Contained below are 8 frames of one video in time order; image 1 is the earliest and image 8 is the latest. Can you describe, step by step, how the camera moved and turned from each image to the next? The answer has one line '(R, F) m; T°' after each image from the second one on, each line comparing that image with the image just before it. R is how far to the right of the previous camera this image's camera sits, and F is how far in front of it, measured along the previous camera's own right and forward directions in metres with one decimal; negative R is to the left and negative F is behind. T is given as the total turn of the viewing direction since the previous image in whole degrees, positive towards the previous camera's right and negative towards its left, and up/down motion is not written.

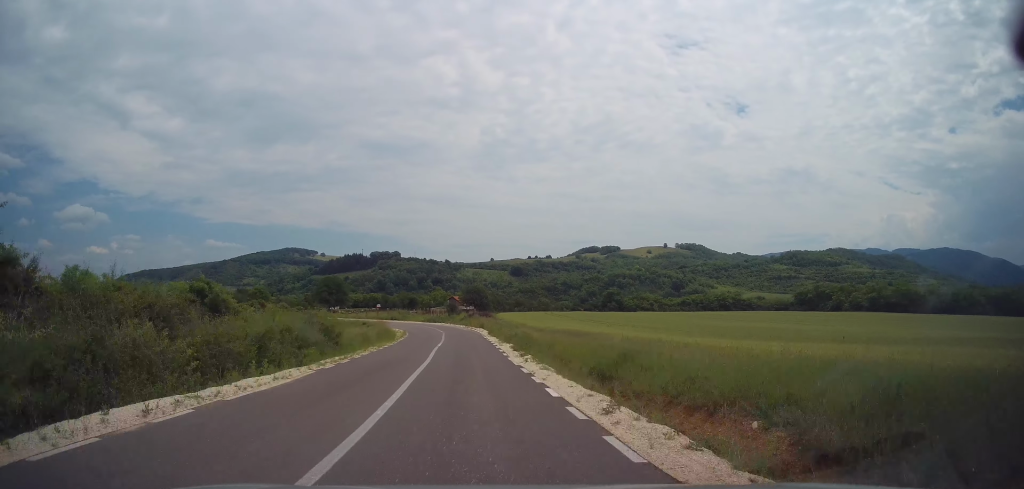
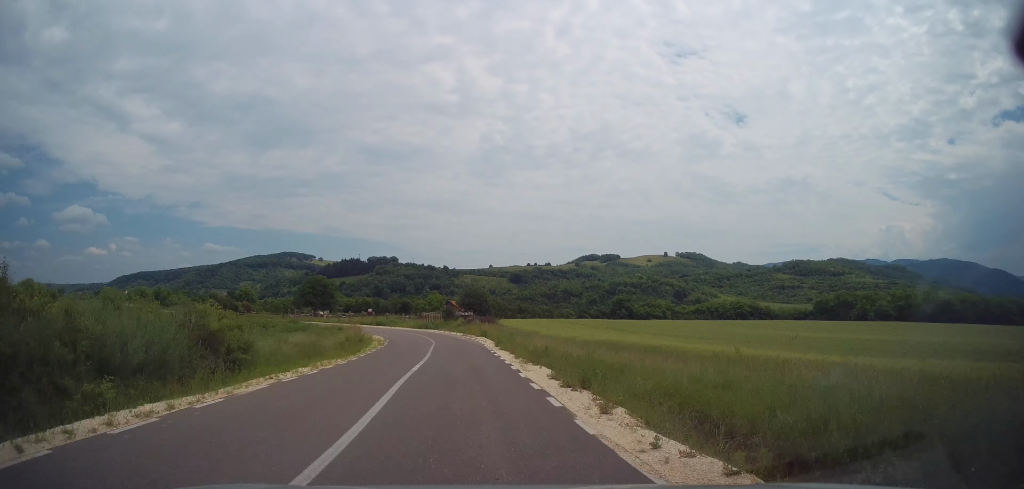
(+0.2, +11.4) m; 0°
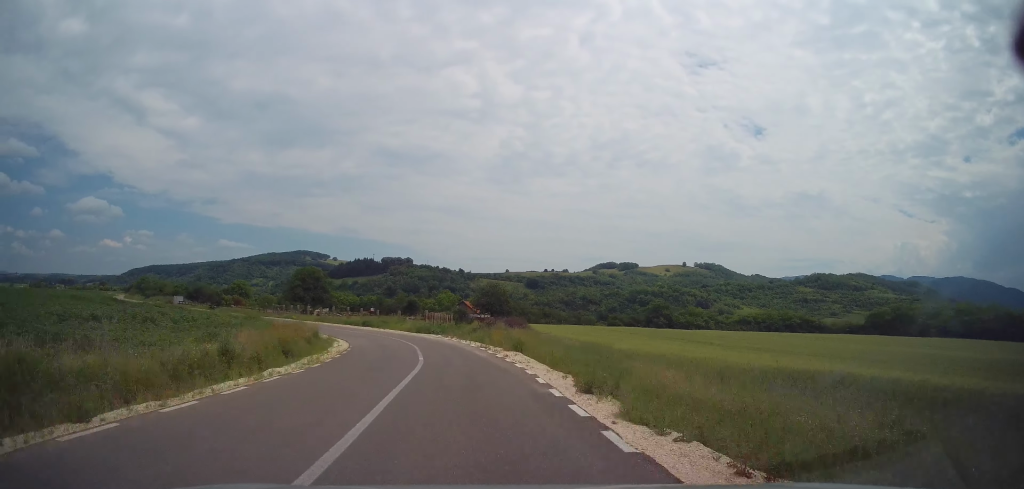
(0.0, +19.0) m; -1°
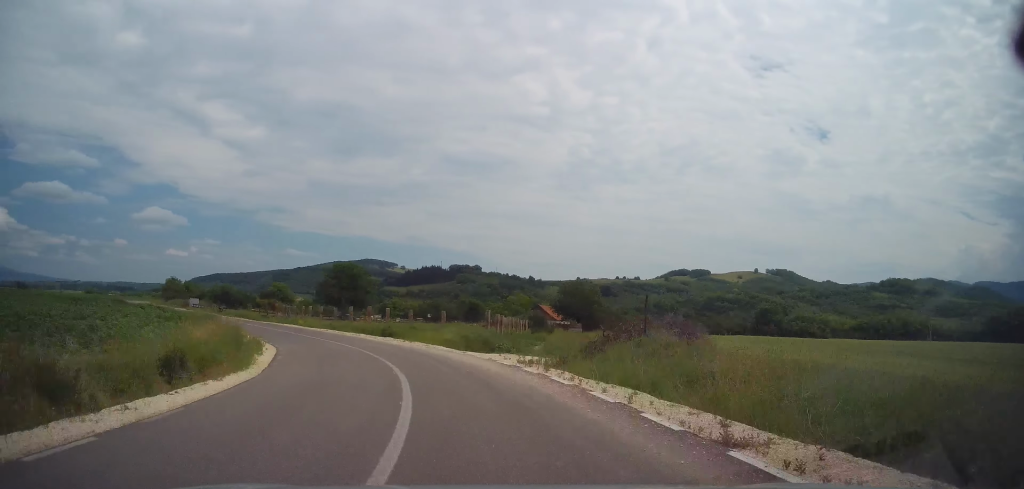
(-0.7, +22.3) m; -6°
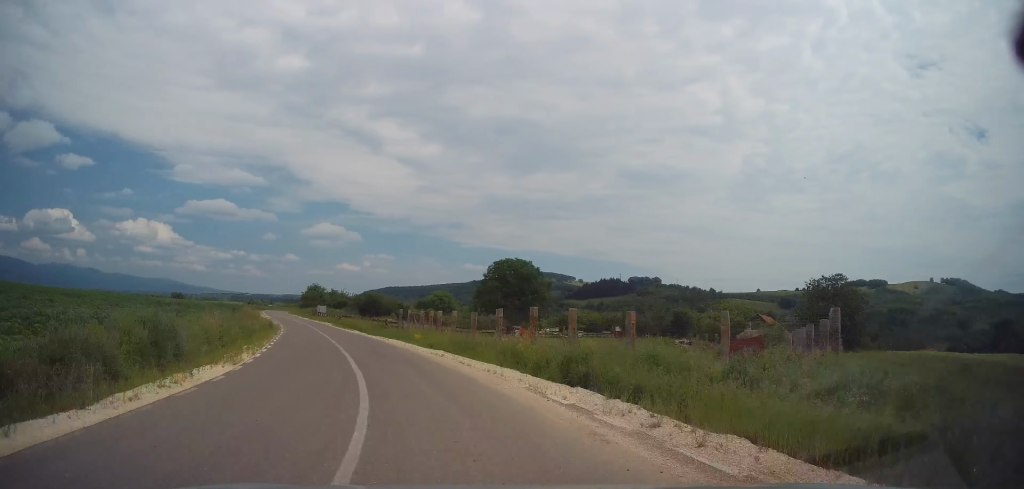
(-1.9, +21.6) m; -14°
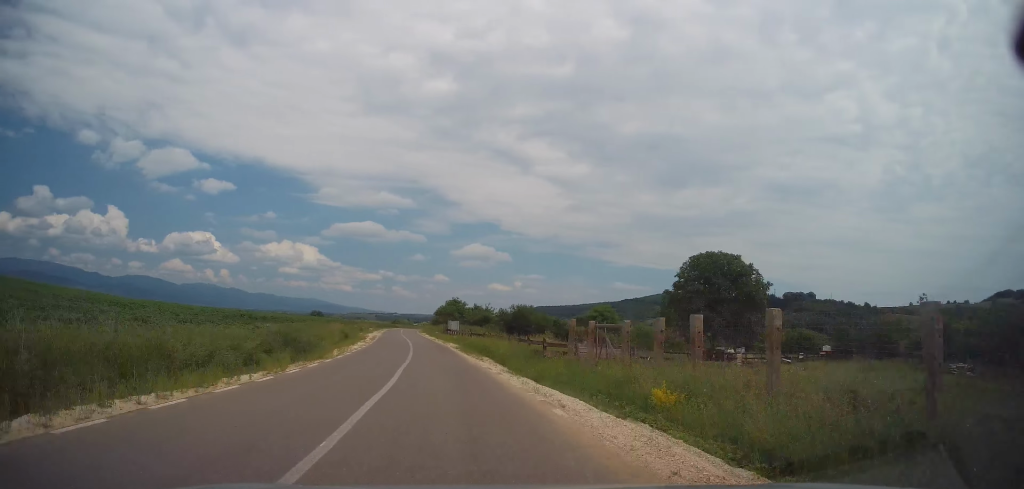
(-3.3, +20.8) m; -15°
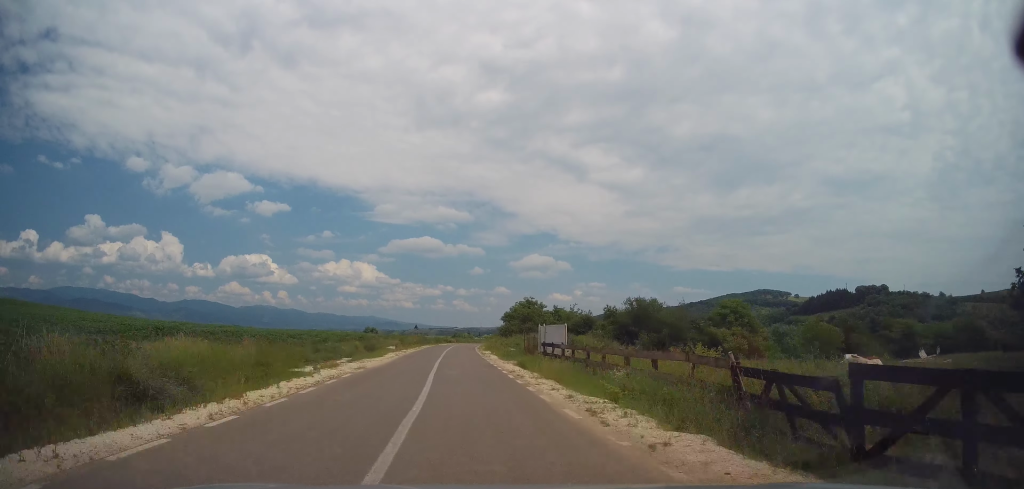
(-4.4, +33.9) m; -11°
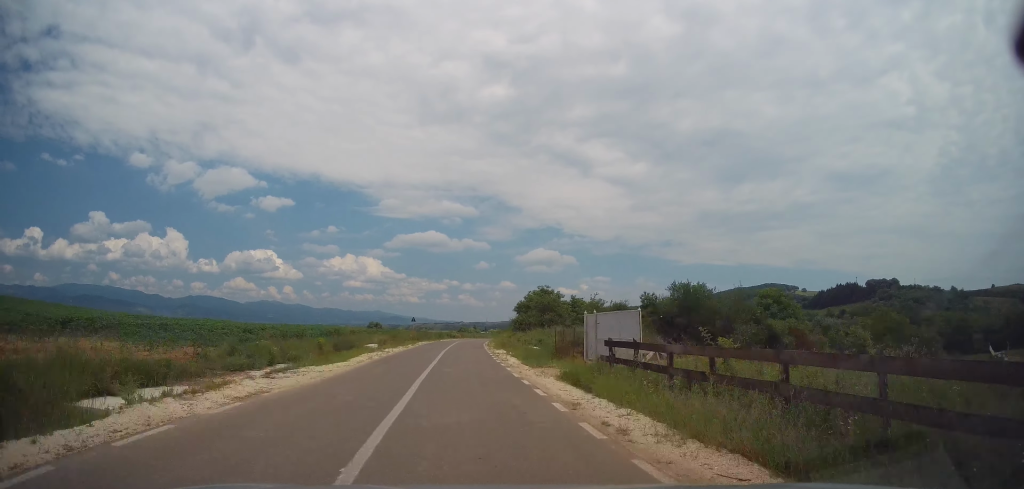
(-0.4, +10.7) m; -1°
